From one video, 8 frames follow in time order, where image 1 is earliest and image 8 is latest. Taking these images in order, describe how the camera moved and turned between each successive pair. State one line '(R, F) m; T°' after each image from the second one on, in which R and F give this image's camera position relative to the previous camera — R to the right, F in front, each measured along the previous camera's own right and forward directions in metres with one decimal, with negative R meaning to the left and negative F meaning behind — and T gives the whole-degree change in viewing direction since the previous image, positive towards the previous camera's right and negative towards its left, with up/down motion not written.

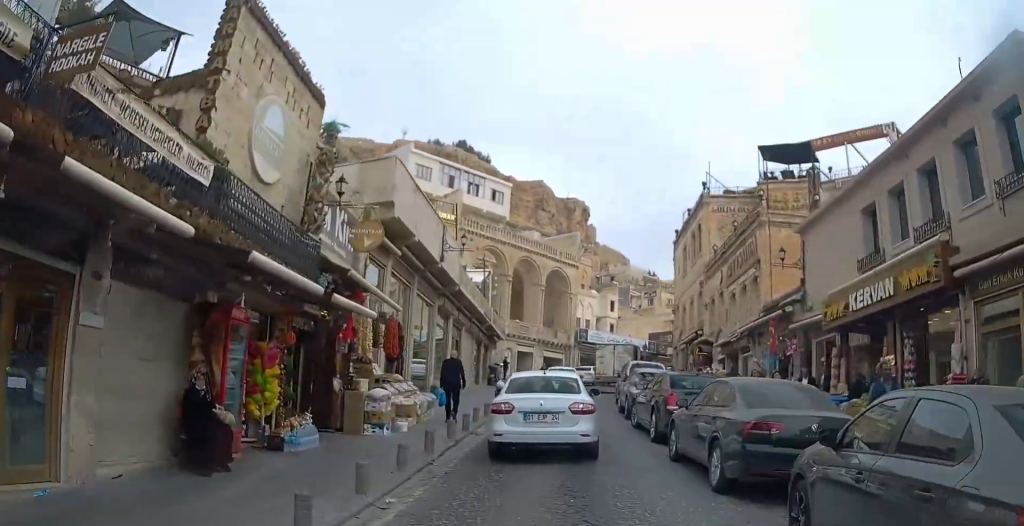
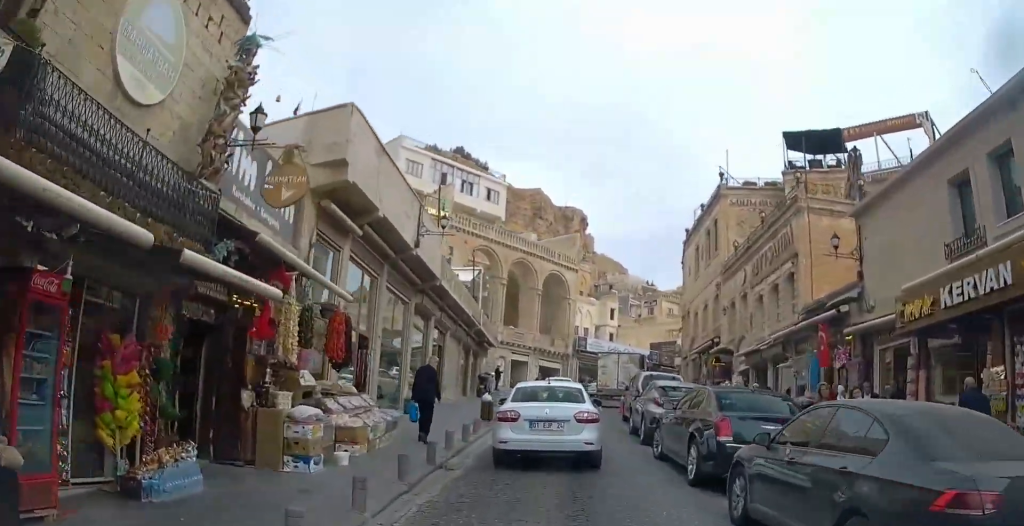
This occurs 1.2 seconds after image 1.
(0.0, +4.0) m; 0°
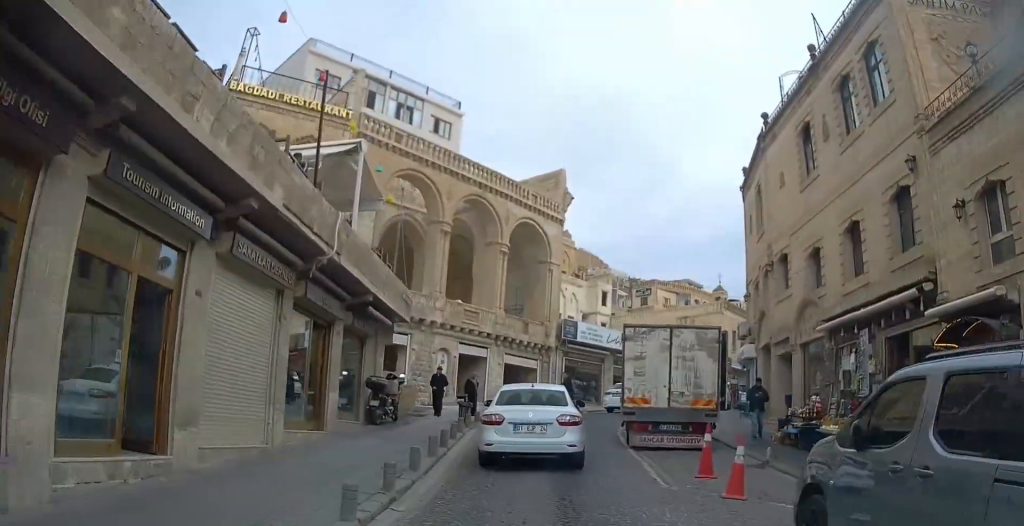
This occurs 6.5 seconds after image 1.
(+0.2, +18.3) m; +1°
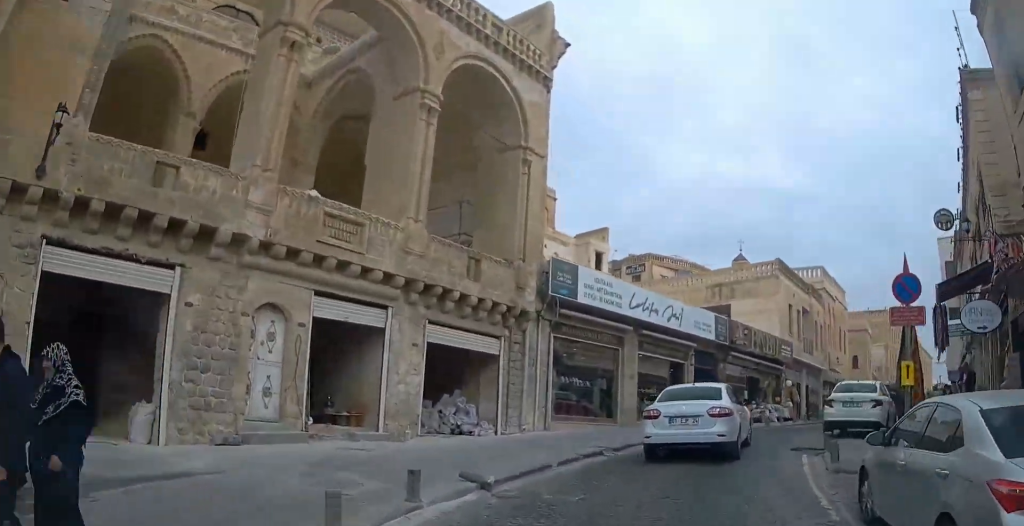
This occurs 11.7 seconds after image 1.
(+0.2, +18.0) m; +16°
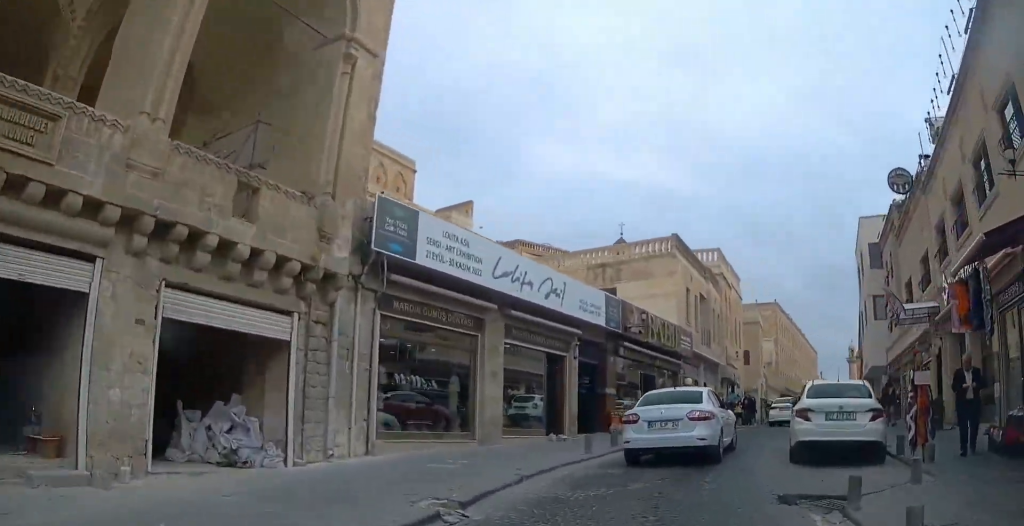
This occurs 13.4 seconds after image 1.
(+1.5, +5.8) m; +11°
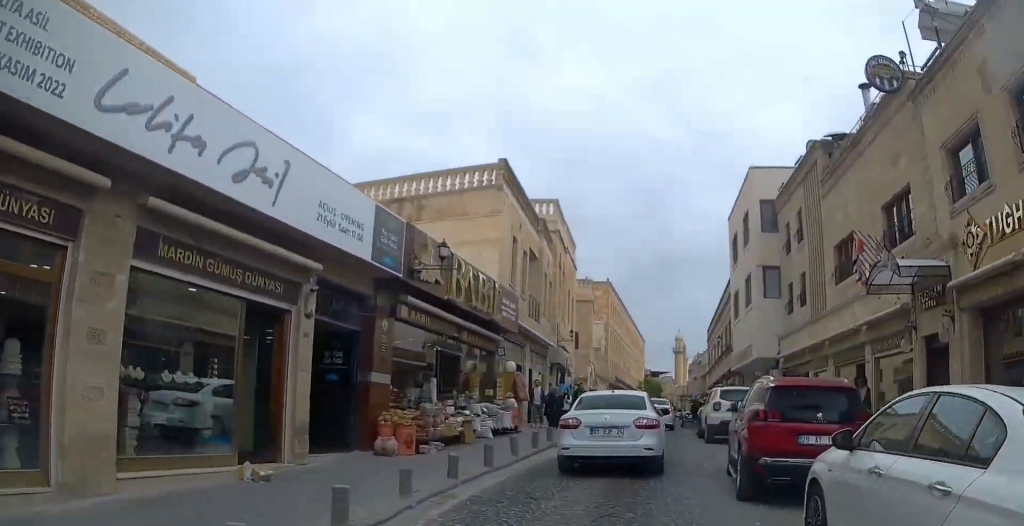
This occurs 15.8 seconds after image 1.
(+1.1, +7.8) m; +11°
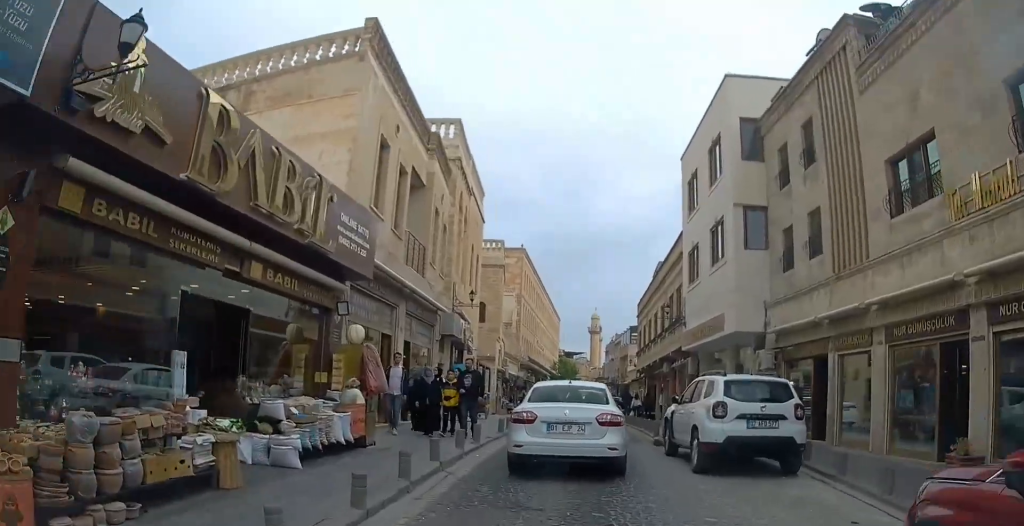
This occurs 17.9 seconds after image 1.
(+0.2, +7.0) m; +5°
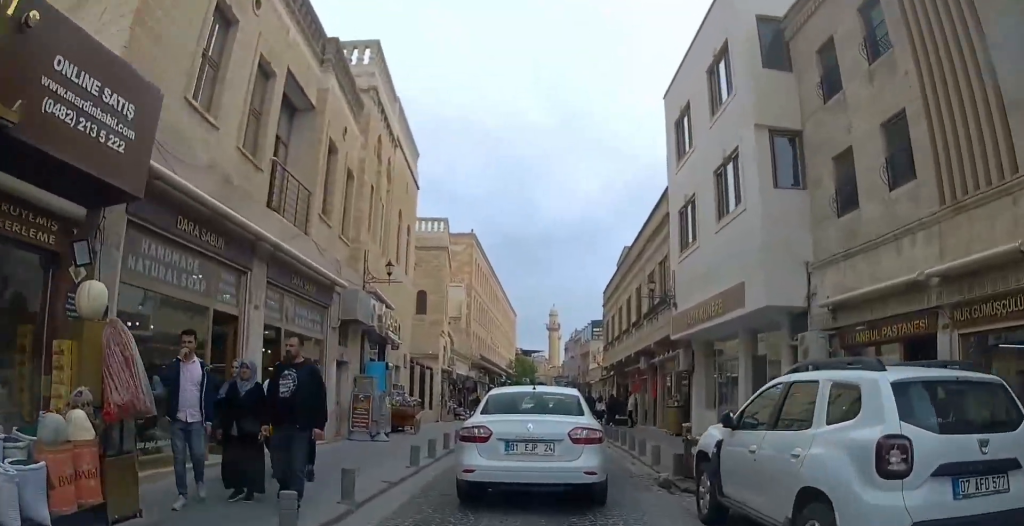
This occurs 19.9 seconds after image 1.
(+0.2, +5.7) m; +7°
